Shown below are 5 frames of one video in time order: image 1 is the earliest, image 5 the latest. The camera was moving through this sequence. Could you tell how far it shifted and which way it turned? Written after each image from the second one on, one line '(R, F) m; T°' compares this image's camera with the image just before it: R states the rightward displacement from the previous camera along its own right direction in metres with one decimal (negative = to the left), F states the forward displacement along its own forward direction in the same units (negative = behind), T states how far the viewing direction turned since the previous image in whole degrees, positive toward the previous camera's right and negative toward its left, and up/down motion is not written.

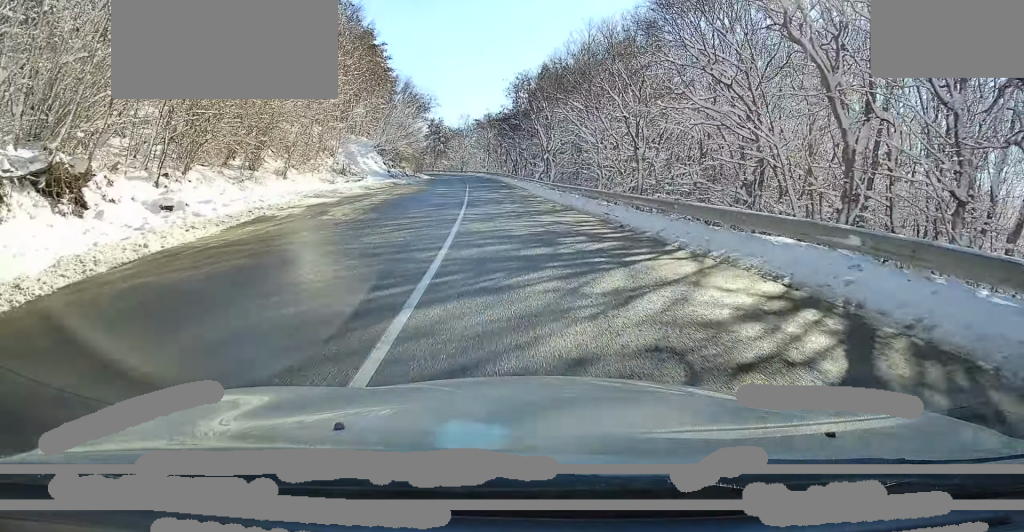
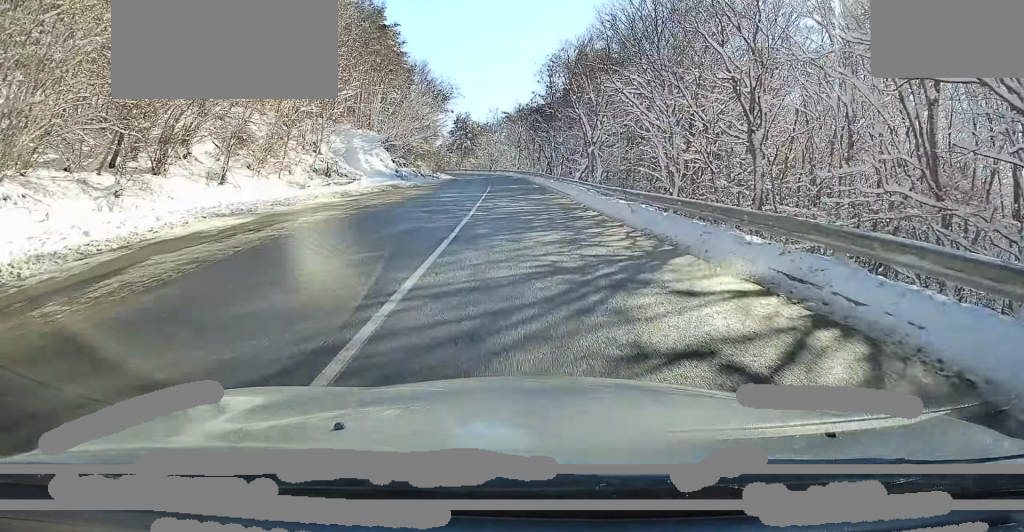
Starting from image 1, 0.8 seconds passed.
(0.0, +12.7) m; -2°
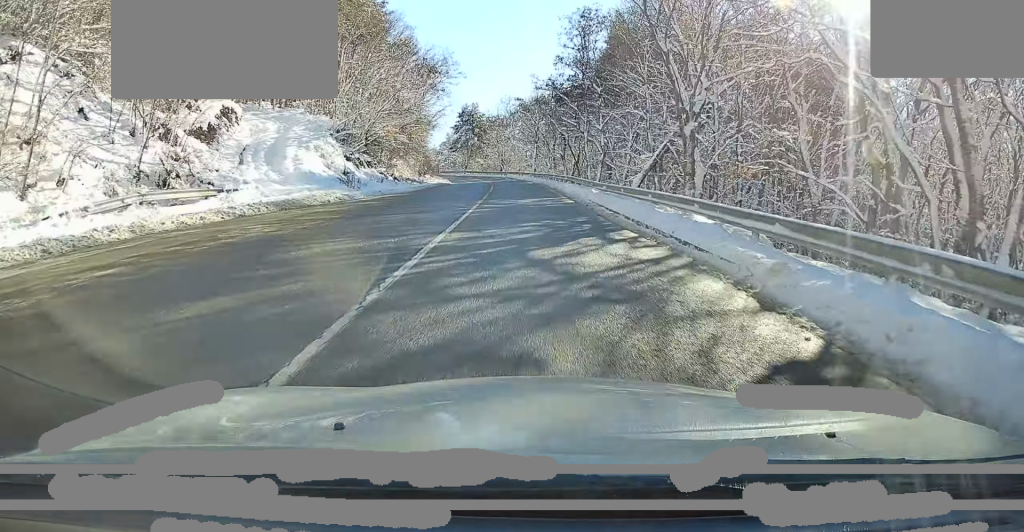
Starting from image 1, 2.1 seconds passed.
(-0.8, +22.0) m; -3°
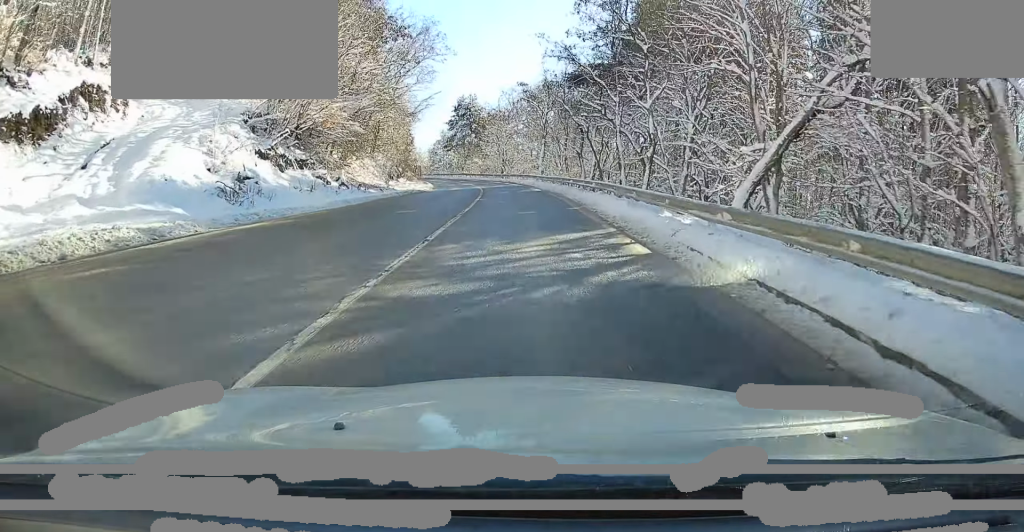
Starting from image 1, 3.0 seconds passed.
(0.0, +15.2) m; -1°
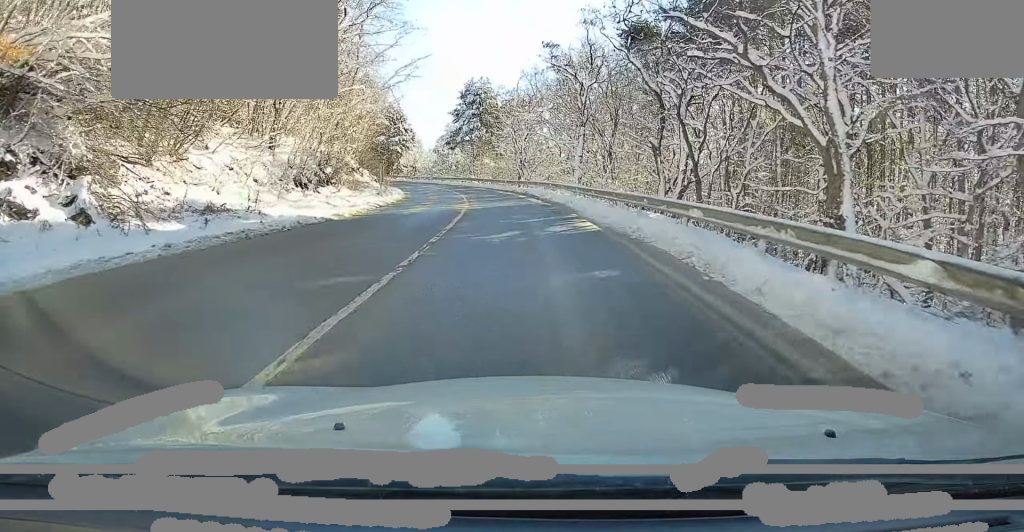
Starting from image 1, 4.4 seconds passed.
(-0.7, +22.7) m; -3°
